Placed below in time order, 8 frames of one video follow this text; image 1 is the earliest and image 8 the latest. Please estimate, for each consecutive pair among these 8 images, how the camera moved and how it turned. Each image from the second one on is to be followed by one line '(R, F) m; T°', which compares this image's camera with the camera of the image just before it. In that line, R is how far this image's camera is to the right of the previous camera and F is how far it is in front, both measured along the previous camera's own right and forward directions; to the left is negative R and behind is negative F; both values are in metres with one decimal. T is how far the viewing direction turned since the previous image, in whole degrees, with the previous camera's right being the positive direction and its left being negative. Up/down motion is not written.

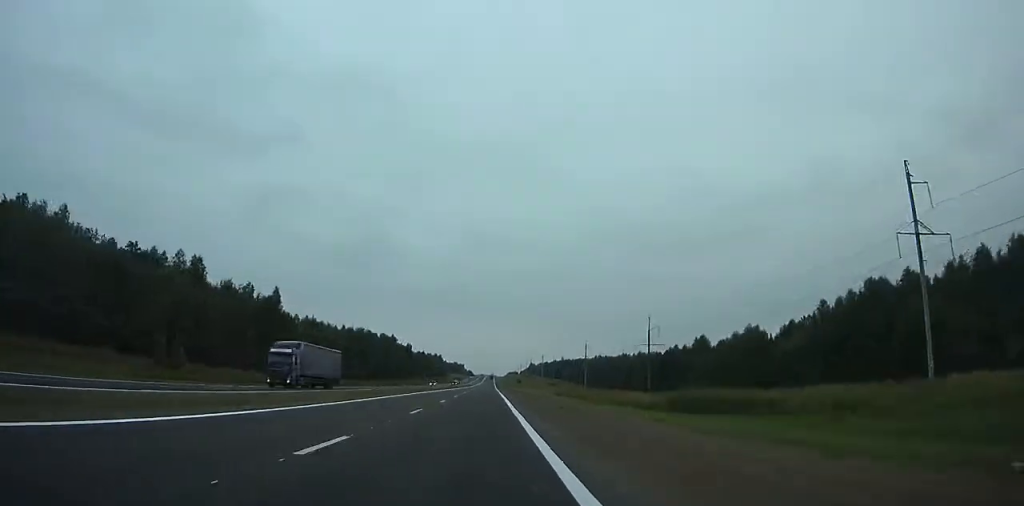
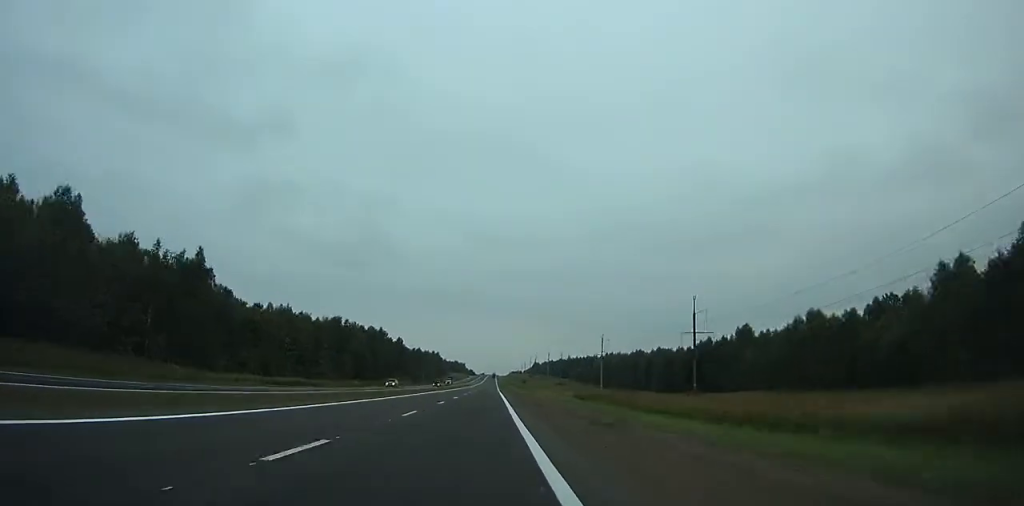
(0.0, +37.1) m; 0°
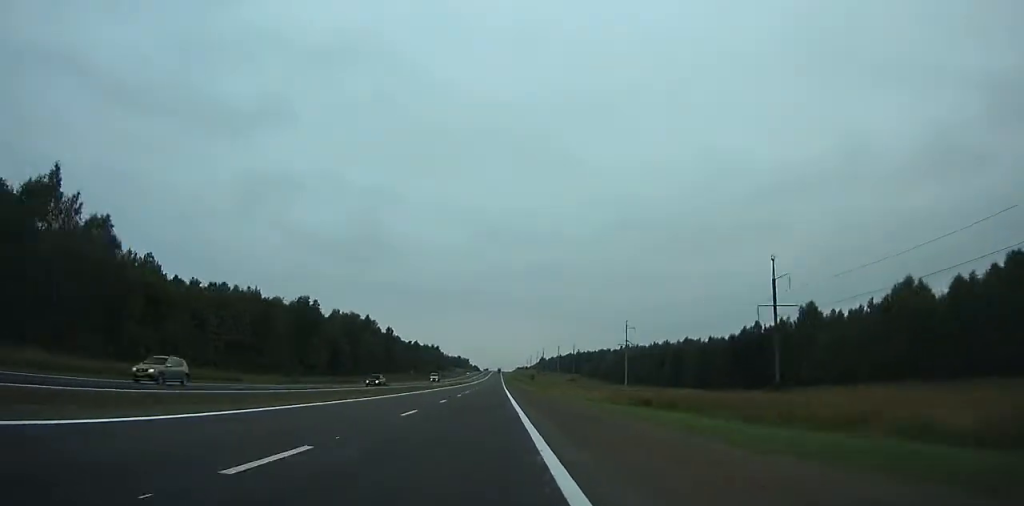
(+0.1, +37.5) m; 0°
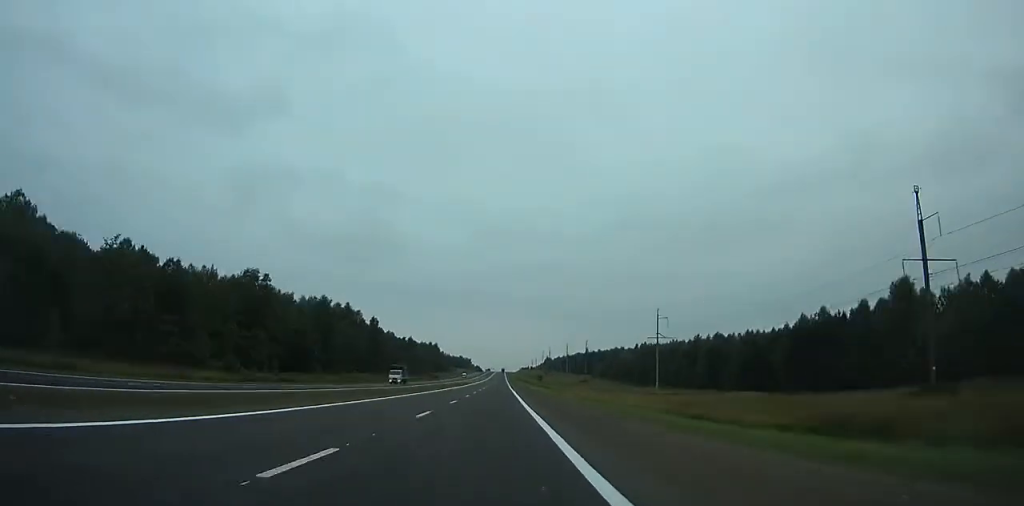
(0.0, +35.0) m; 0°
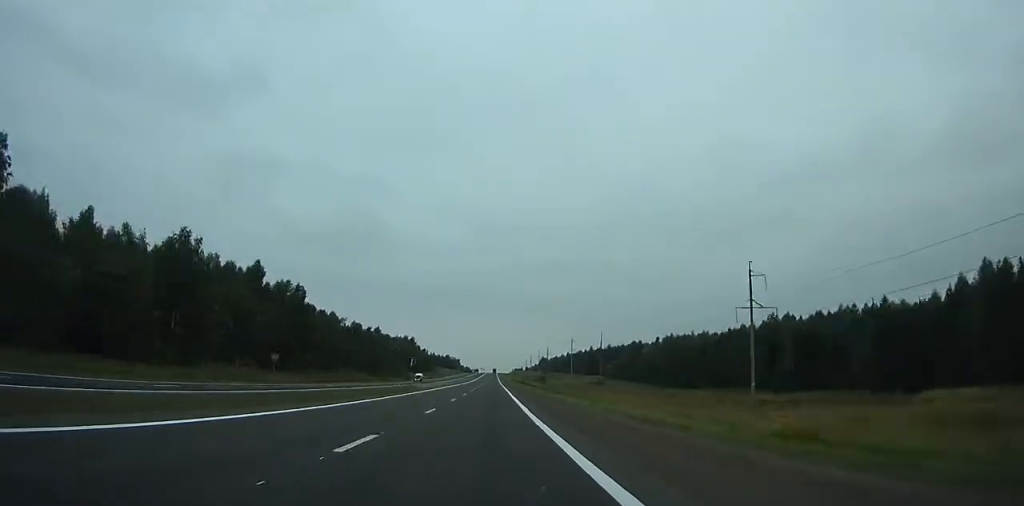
(-0.4, +68.7) m; 0°
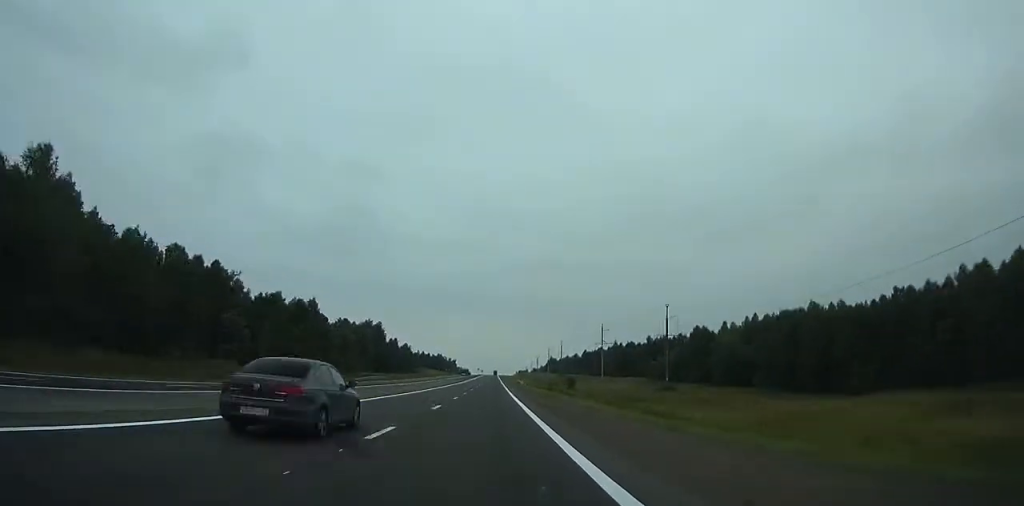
(+0.5, +93.2) m; 0°
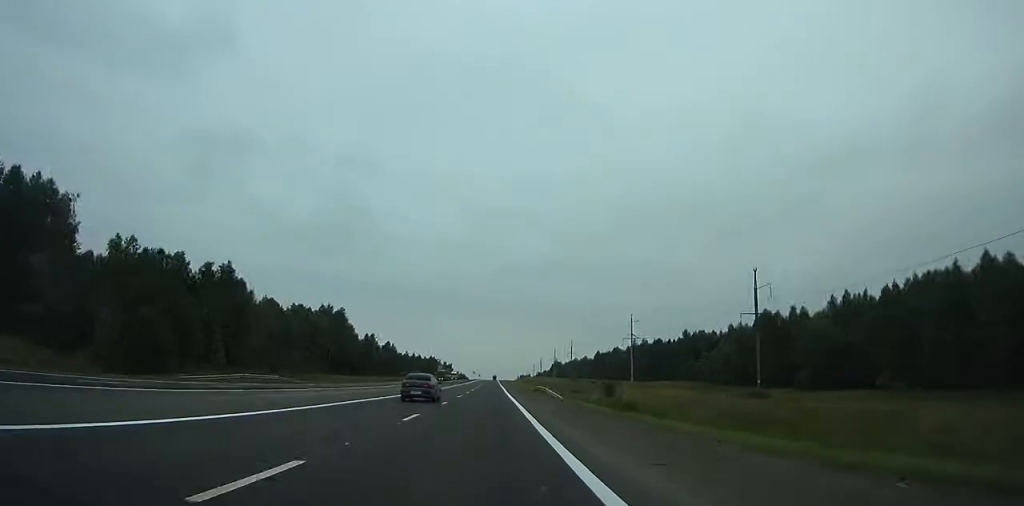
(0.0, +55.0) m; 0°
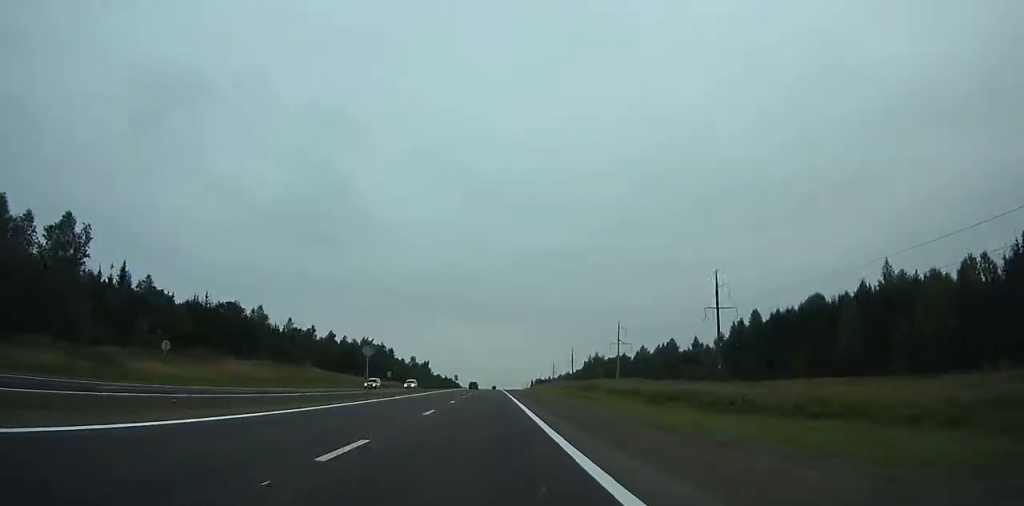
(-0.1, +223.3) m; 0°
